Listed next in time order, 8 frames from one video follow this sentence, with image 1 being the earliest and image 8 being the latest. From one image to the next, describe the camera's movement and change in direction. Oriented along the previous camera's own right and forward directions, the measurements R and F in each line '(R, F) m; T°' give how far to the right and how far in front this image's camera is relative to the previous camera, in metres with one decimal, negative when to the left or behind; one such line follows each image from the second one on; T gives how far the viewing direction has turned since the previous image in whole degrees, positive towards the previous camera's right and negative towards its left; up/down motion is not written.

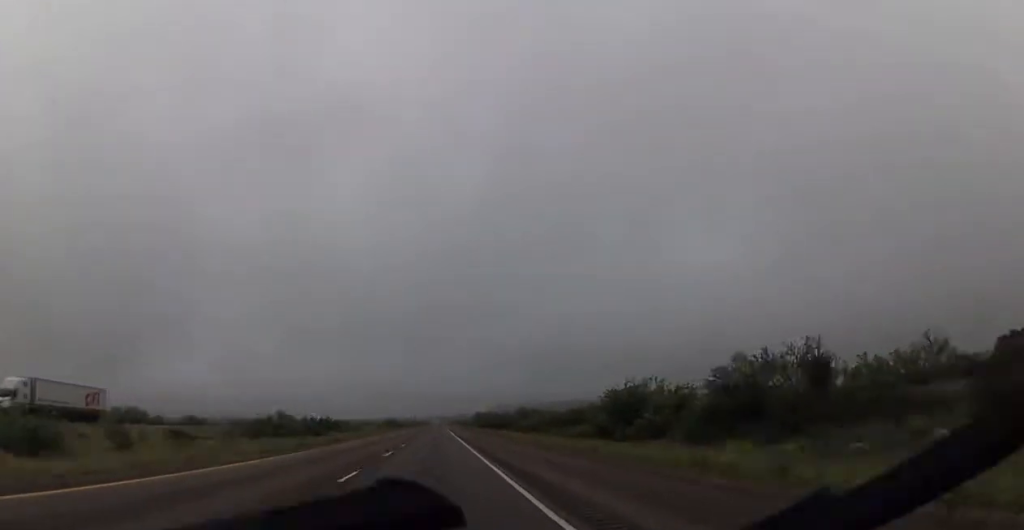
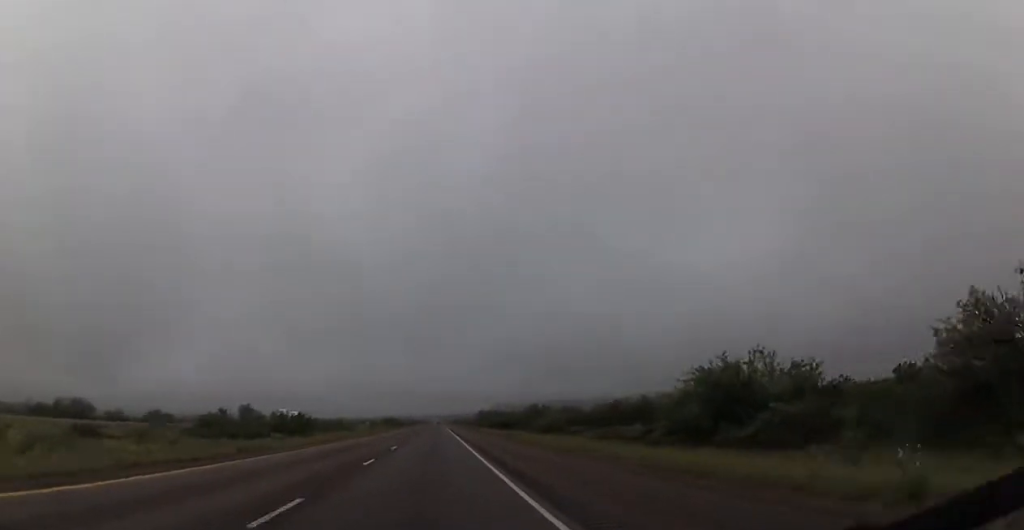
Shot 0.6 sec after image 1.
(-0.1, +19.0) m; 0°
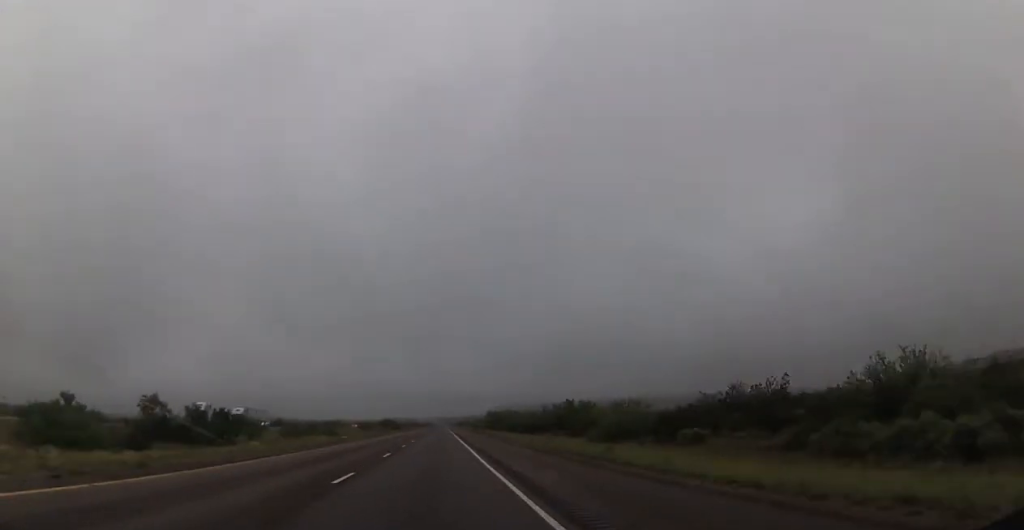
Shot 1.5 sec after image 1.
(-0.3, +30.1) m; -1°
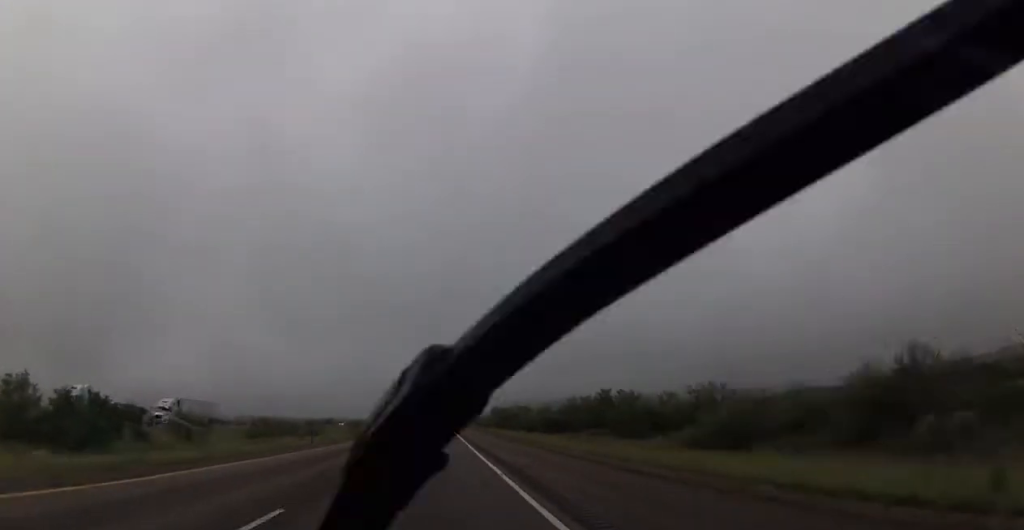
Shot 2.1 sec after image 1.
(0.0, +20.1) m; 0°
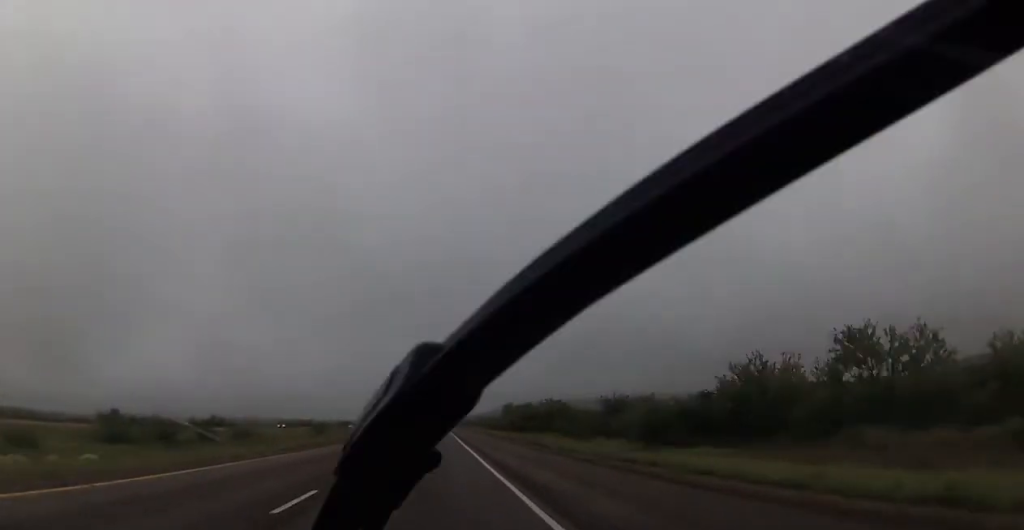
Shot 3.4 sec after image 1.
(0.0, +45.7) m; 0°
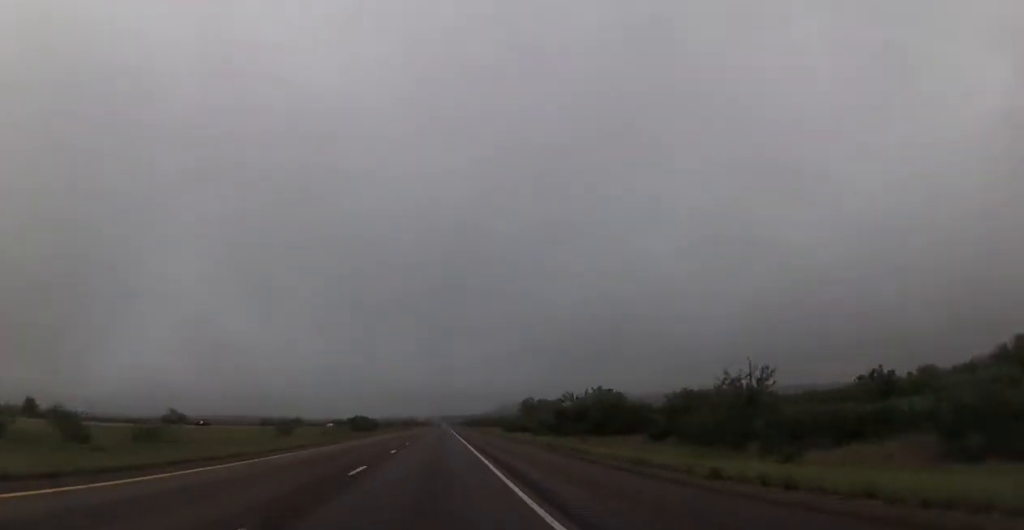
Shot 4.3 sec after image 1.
(0.0, +29.0) m; +1°
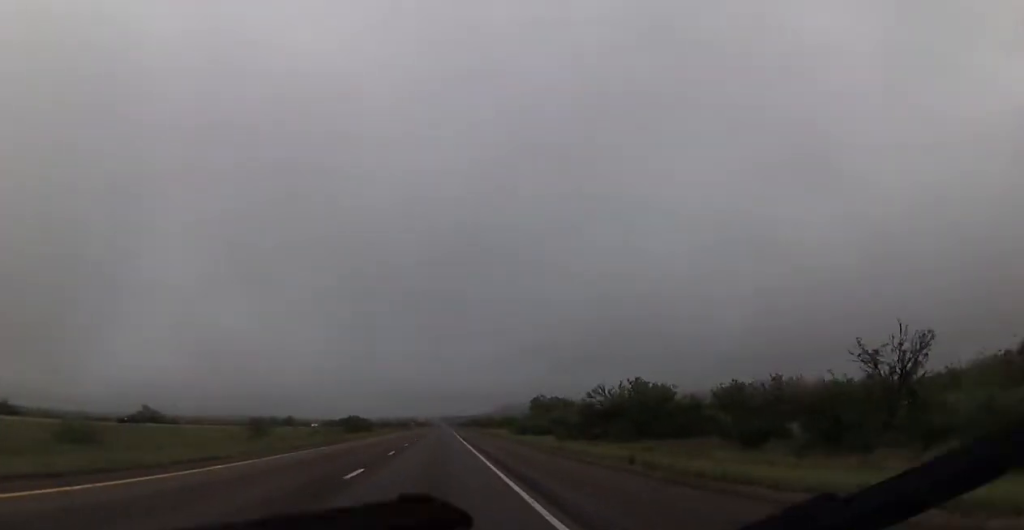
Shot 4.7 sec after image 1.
(+0.2, +13.4) m; 0°
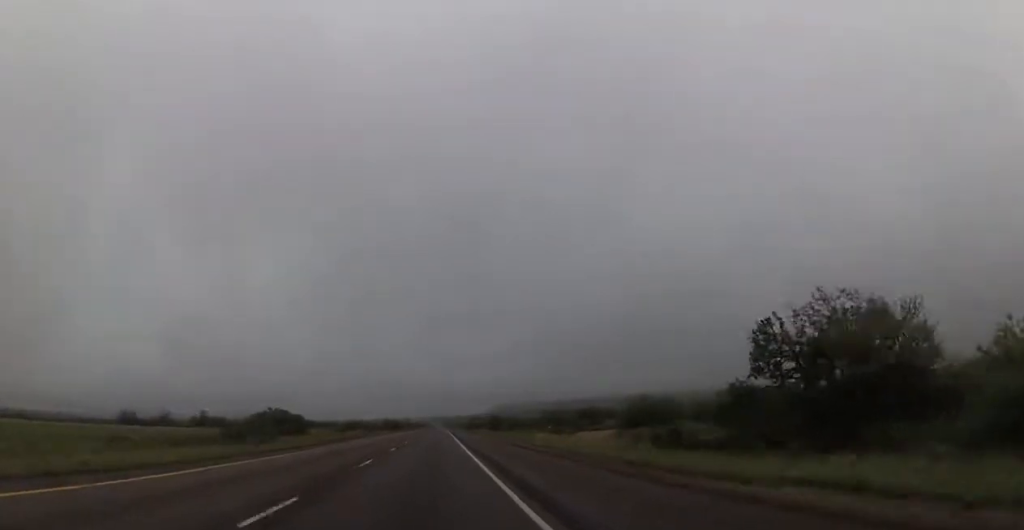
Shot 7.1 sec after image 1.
(-0.8, +80.2) m; -1°
